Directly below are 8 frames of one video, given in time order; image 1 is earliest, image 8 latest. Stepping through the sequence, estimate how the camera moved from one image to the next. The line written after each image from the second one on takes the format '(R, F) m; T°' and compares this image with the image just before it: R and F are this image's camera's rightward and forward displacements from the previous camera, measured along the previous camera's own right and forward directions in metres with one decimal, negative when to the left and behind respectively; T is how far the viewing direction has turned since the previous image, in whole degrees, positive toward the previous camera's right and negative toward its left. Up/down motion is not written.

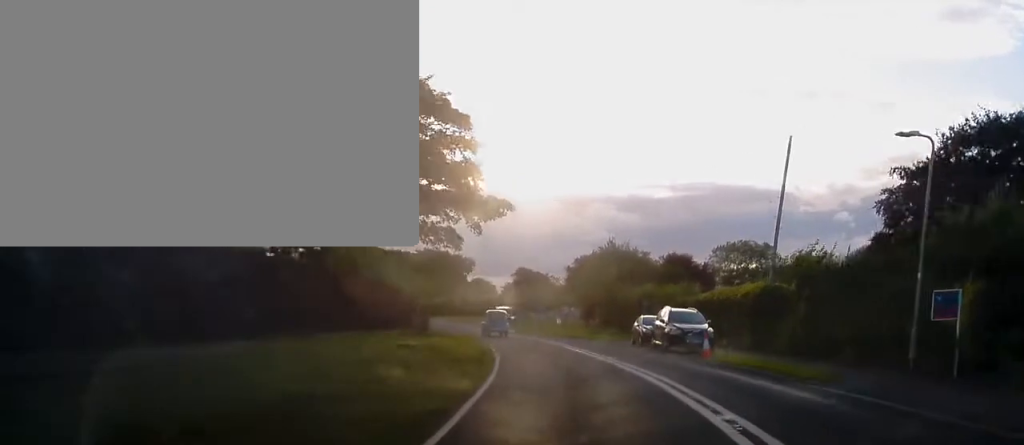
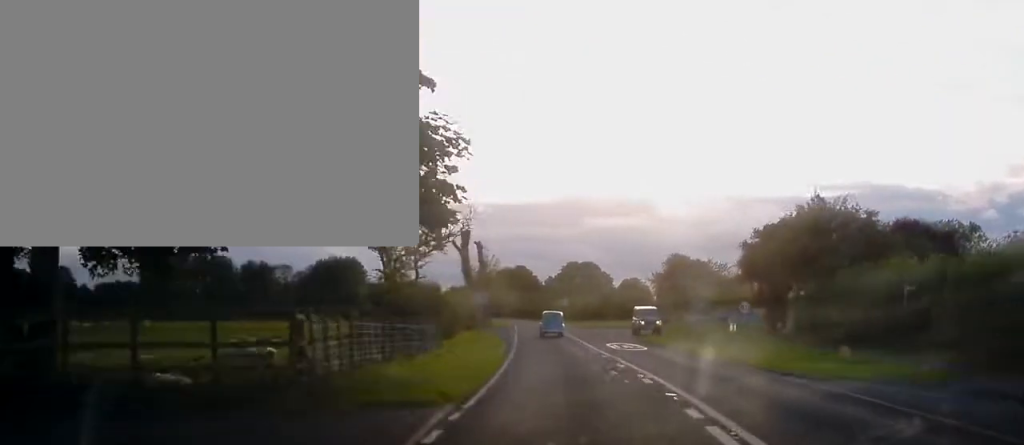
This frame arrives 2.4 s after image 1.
(-2.3, +30.2) m; -10°
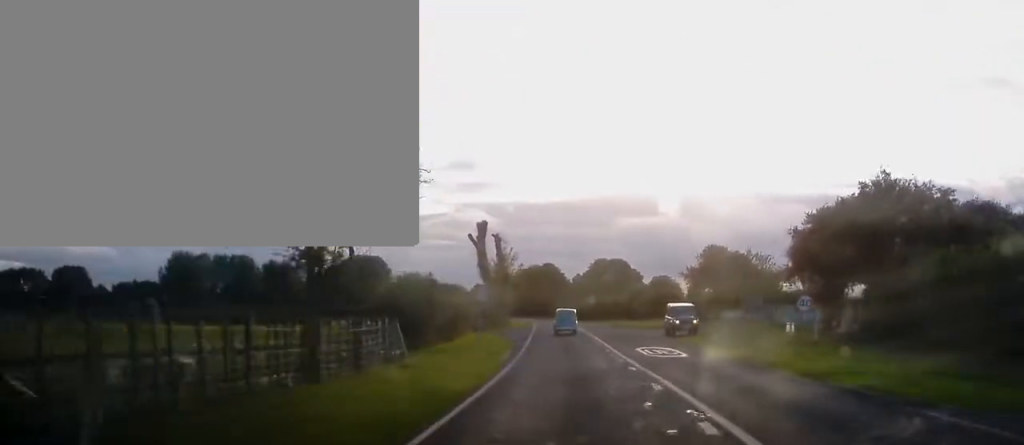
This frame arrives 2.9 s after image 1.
(-0.3, +7.4) m; -3°
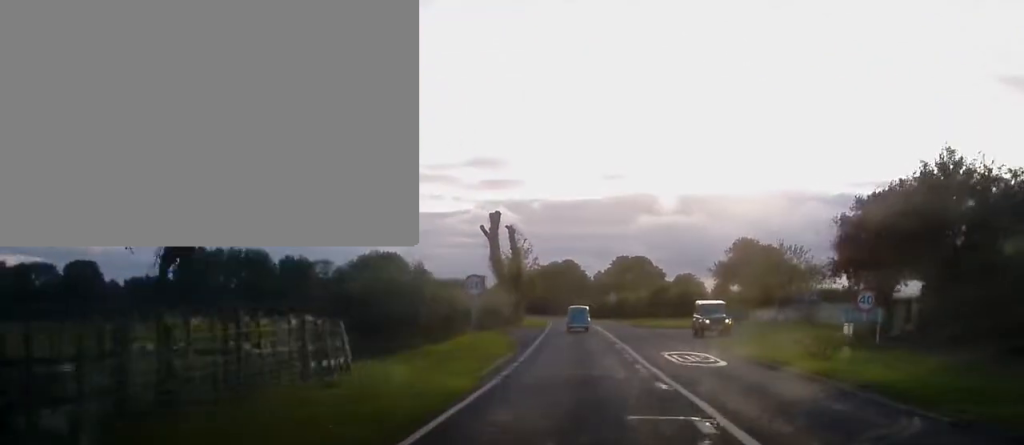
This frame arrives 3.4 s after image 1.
(0.0, +5.7) m; -2°
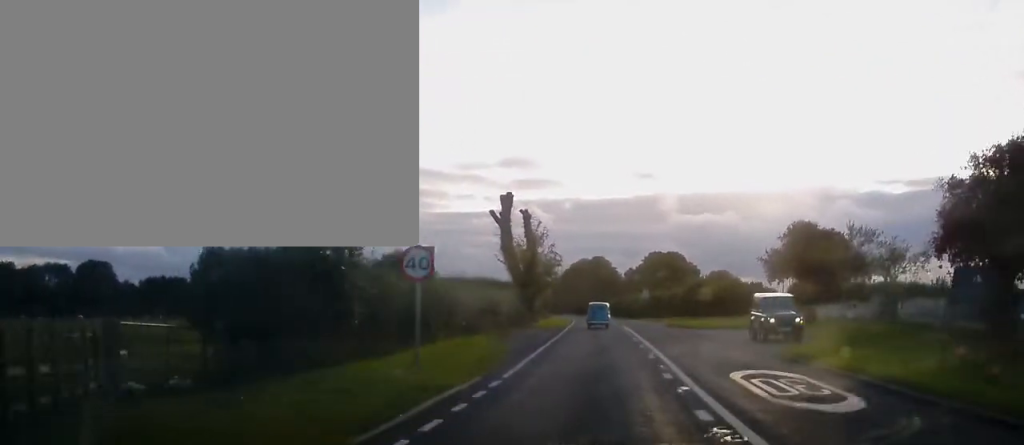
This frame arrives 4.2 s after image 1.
(-0.4, +11.1) m; -2°
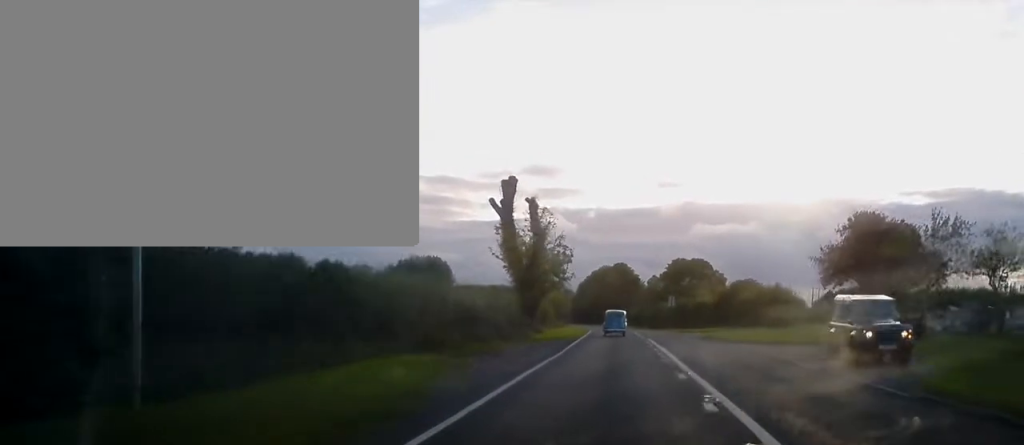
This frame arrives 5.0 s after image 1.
(-0.1, +10.8) m; 0°
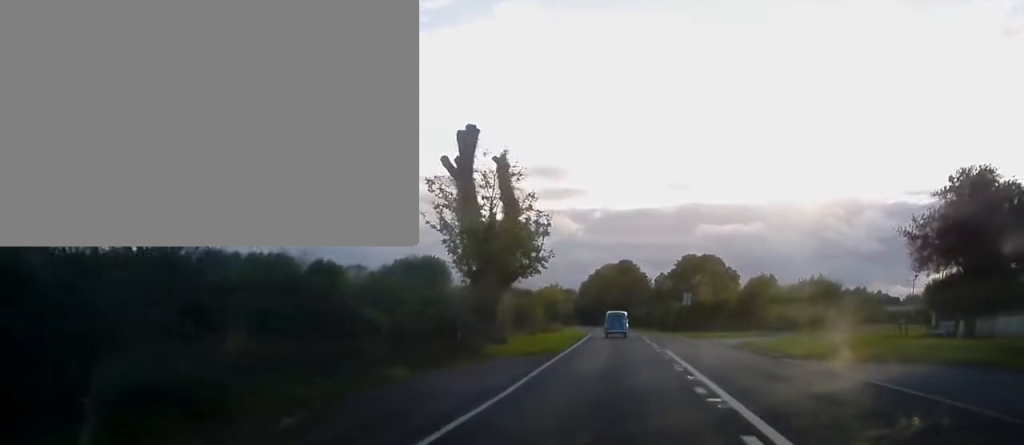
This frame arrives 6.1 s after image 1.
(0.0, +15.0) m; 0°
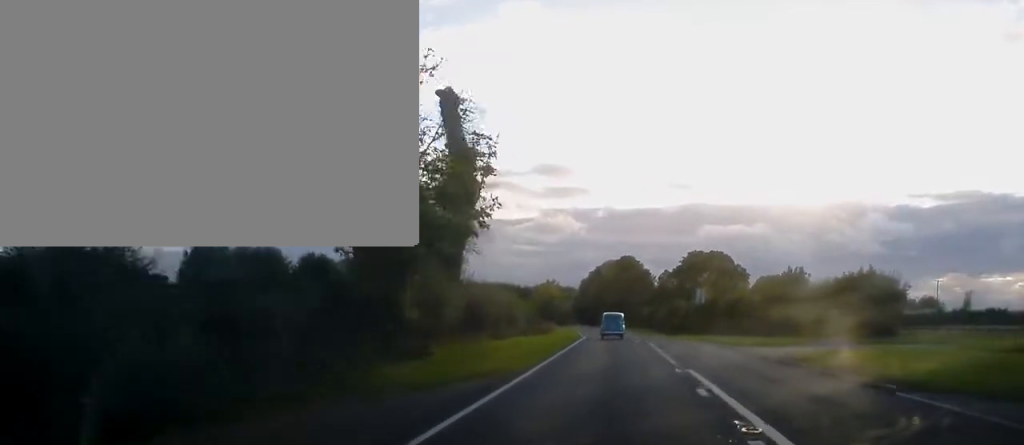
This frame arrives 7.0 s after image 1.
(0.0, +12.0) m; -1°
